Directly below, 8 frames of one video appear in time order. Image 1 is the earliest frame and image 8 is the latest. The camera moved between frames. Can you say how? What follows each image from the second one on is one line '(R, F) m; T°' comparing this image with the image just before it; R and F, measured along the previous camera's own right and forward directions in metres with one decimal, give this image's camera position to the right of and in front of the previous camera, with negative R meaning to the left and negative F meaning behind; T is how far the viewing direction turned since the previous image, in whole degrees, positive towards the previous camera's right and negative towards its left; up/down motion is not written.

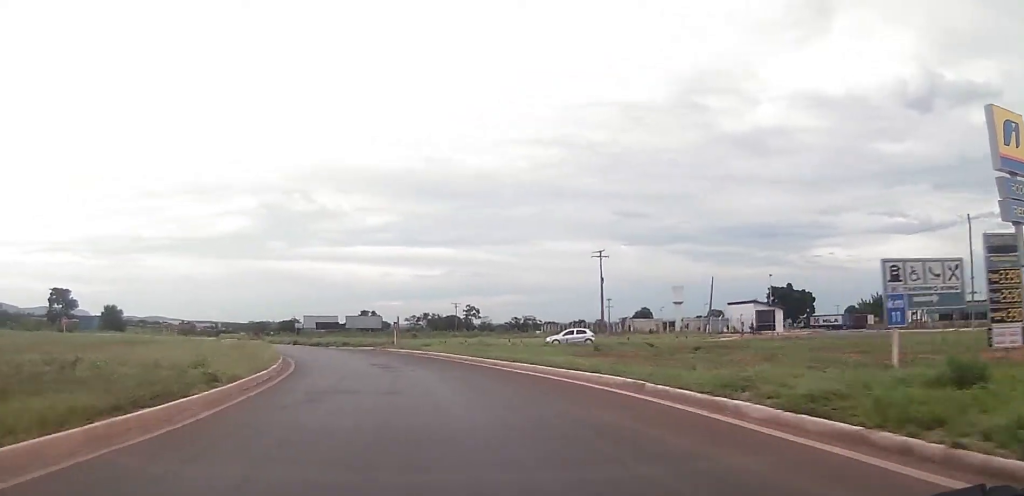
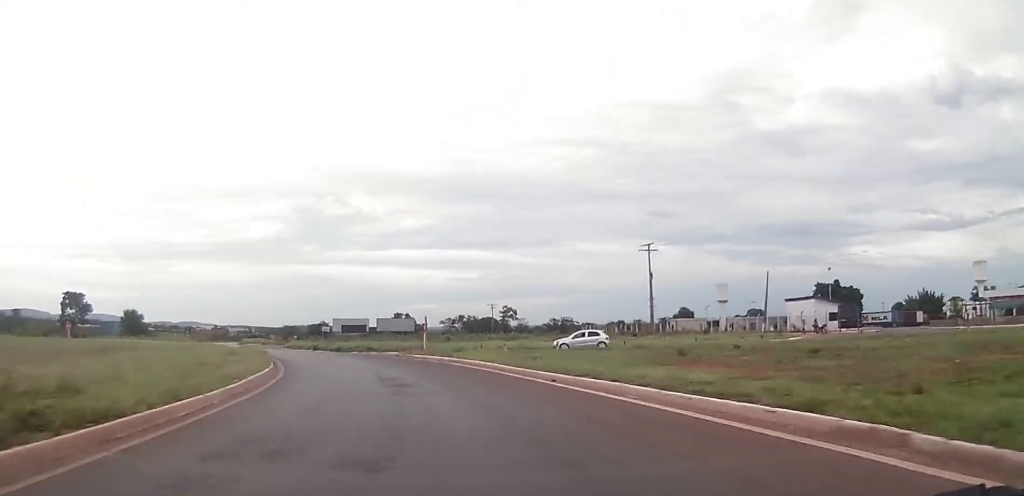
(-0.1, +7.3) m; -3°
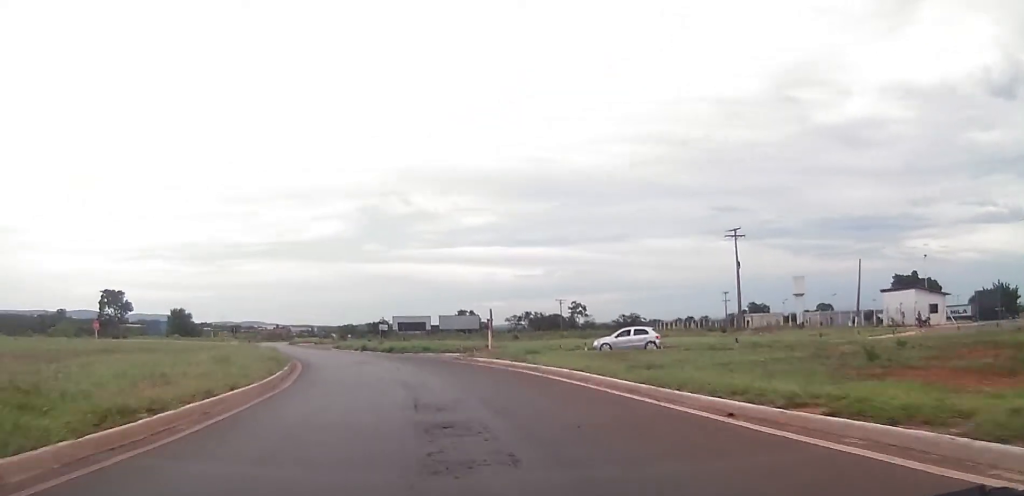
(-0.4, +7.9) m; -4°
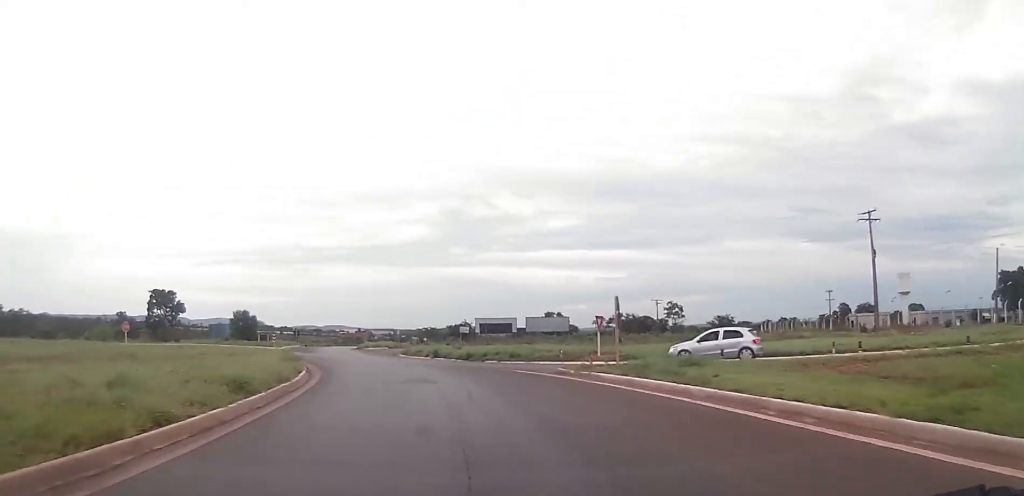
(-0.6, +11.6) m; -5°
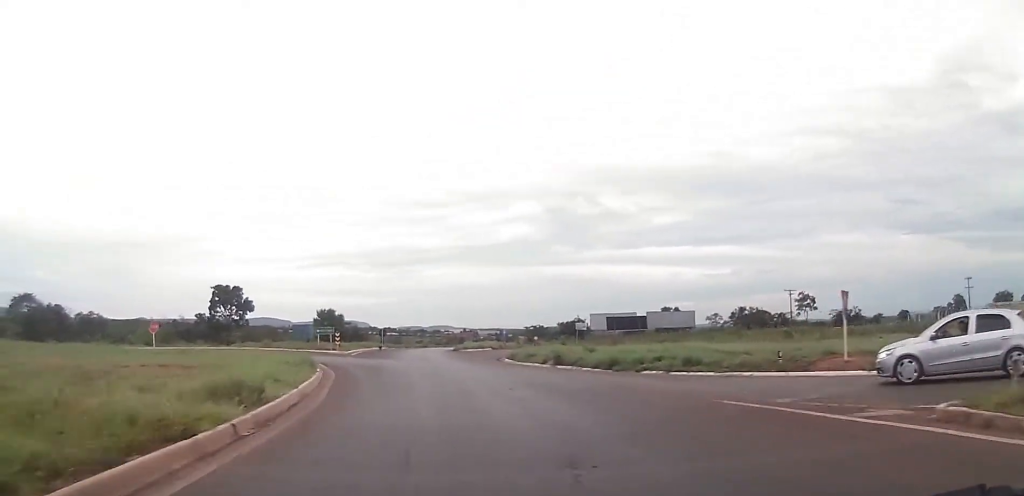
(-0.9, +15.4) m; -10°
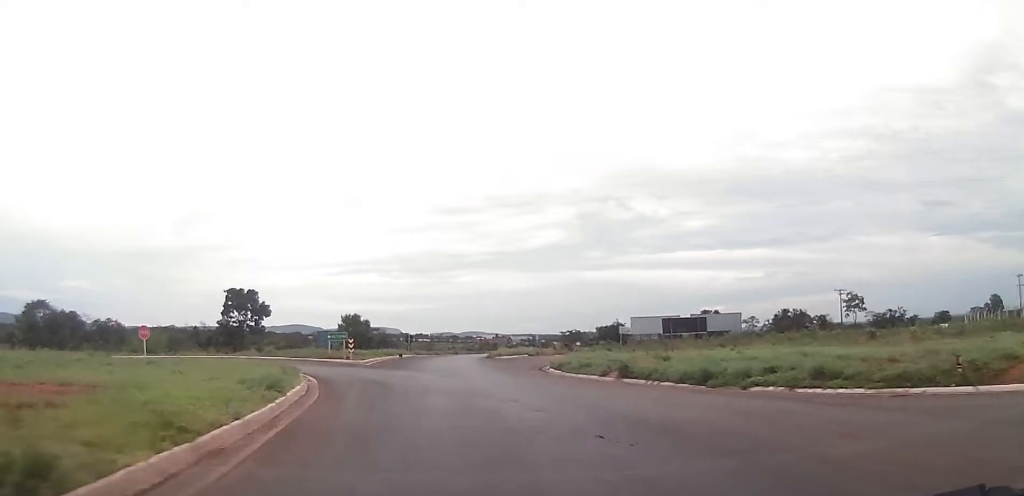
(-0.6, +7.4) m; -3°
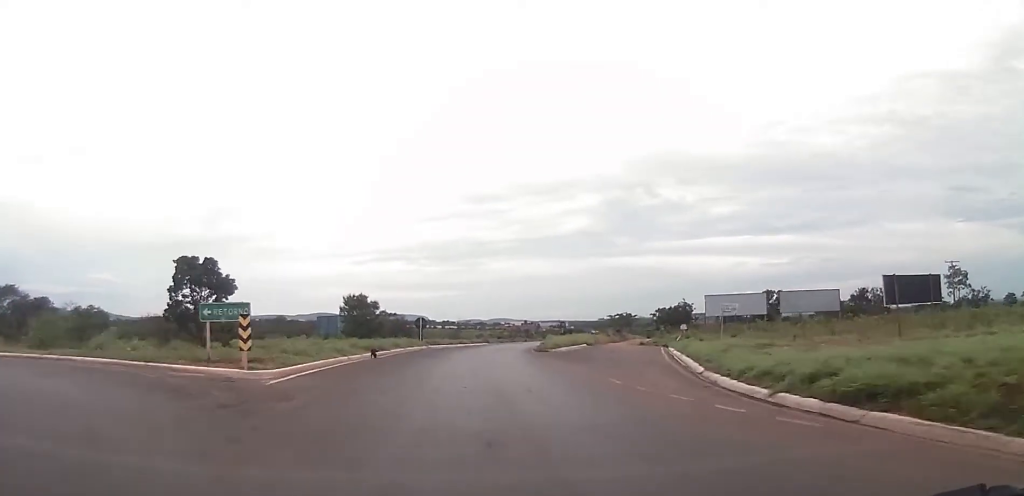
(-1.1, +24.9) m; -2°
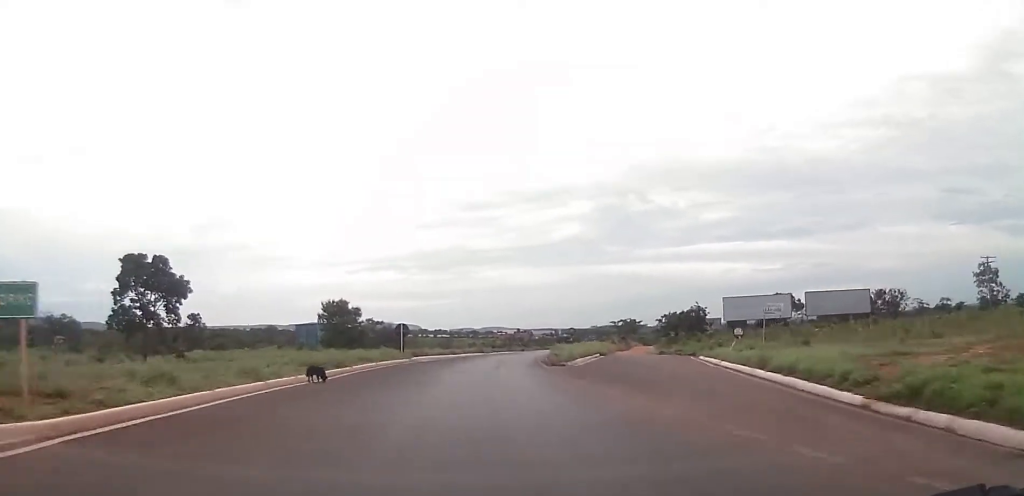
(-0.1, +10.0) m; +1°
